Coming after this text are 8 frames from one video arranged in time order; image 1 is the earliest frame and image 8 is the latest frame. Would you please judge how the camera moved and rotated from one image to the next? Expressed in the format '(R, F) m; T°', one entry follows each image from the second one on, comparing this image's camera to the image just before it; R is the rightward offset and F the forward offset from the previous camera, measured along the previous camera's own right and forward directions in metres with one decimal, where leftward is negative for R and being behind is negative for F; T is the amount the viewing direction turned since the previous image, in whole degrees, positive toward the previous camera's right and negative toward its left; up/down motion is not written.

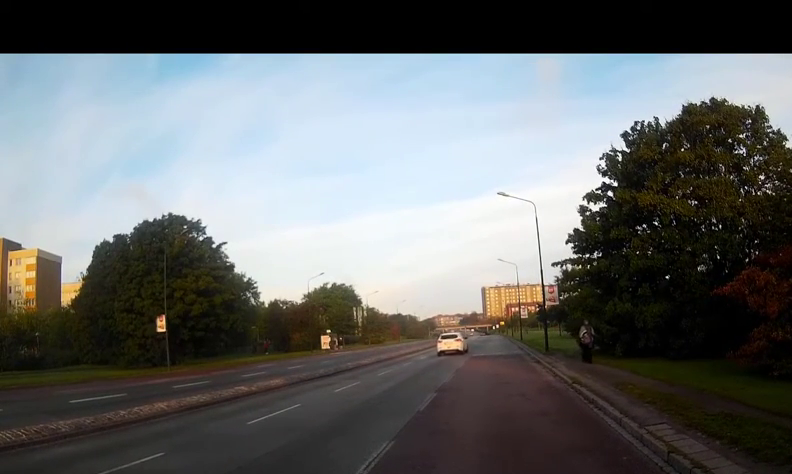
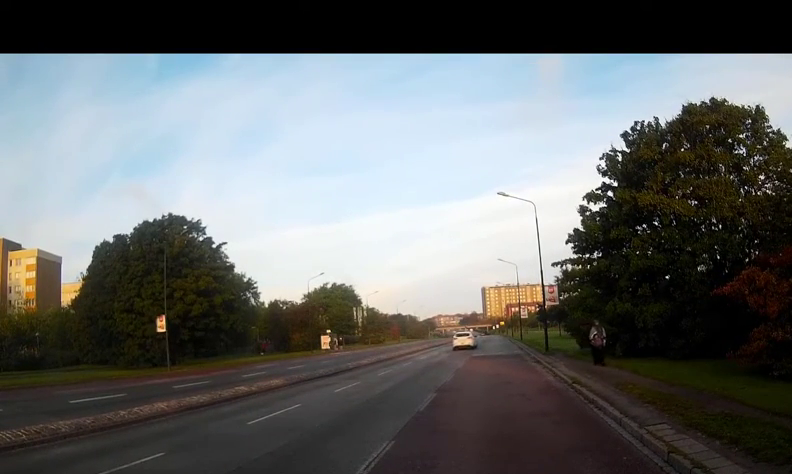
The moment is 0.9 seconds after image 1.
(0.0, 0.0) m; 0°
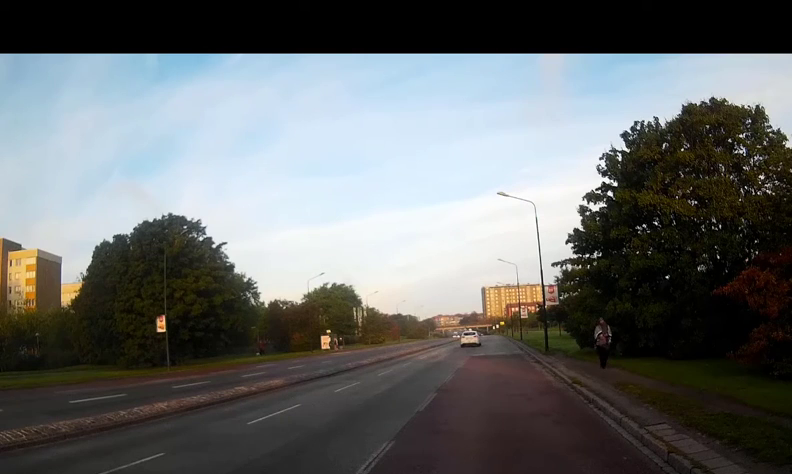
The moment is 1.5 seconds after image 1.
(0.0, 0.0) m; 0°
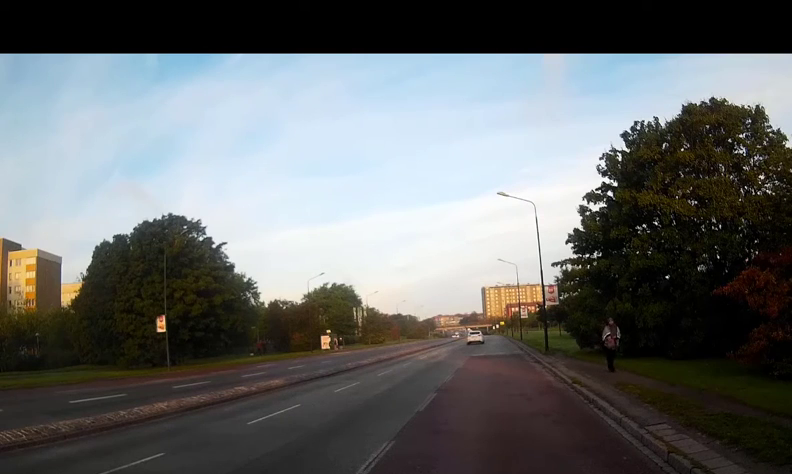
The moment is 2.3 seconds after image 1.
(0.0, 0.0) m; 0°
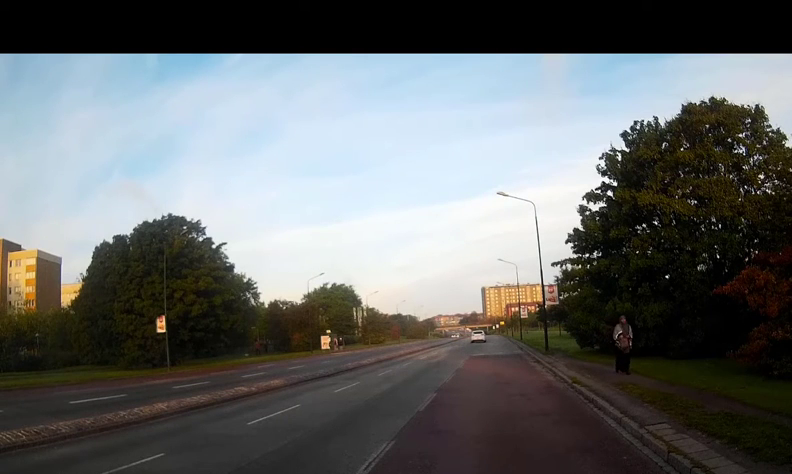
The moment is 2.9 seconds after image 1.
(0.0, 0.0) m; 0°
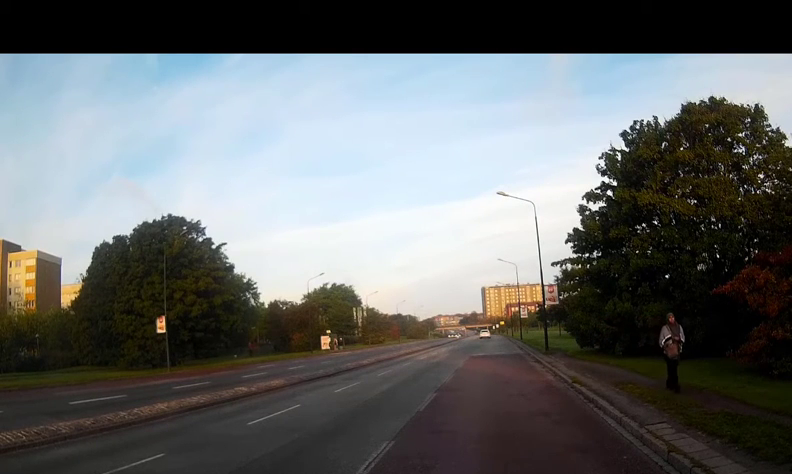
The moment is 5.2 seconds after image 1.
(-0.1, +0.3) m; 0°
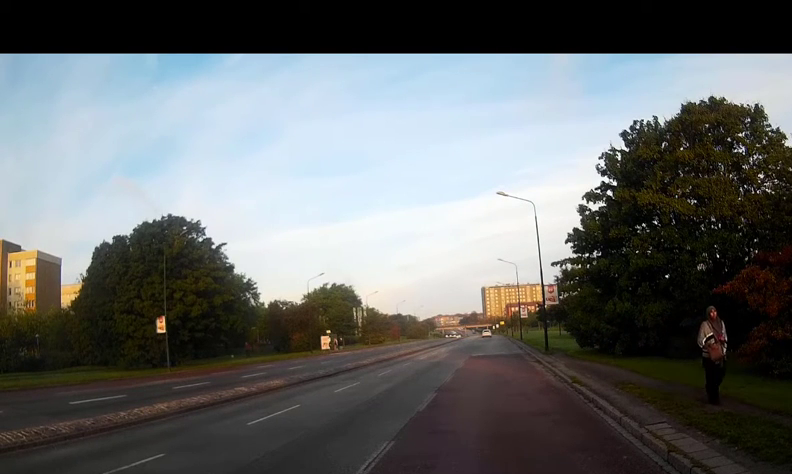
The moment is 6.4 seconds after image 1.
(0.0, 0.0) m; 0°
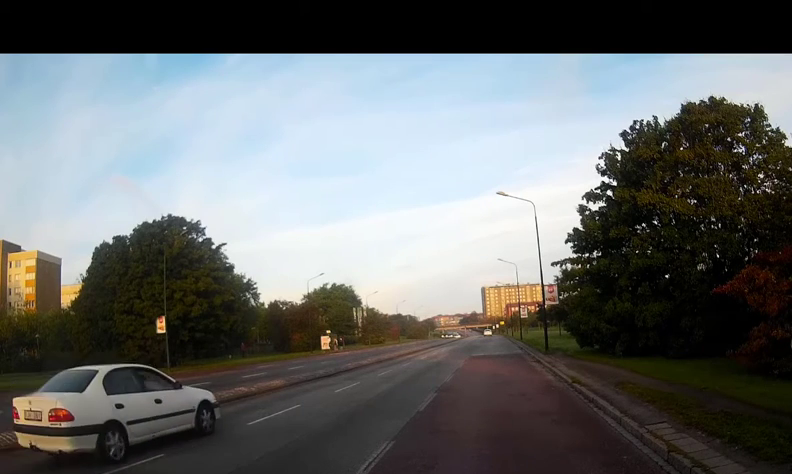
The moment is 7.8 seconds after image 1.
(0.0, 0.0) m; 0°
